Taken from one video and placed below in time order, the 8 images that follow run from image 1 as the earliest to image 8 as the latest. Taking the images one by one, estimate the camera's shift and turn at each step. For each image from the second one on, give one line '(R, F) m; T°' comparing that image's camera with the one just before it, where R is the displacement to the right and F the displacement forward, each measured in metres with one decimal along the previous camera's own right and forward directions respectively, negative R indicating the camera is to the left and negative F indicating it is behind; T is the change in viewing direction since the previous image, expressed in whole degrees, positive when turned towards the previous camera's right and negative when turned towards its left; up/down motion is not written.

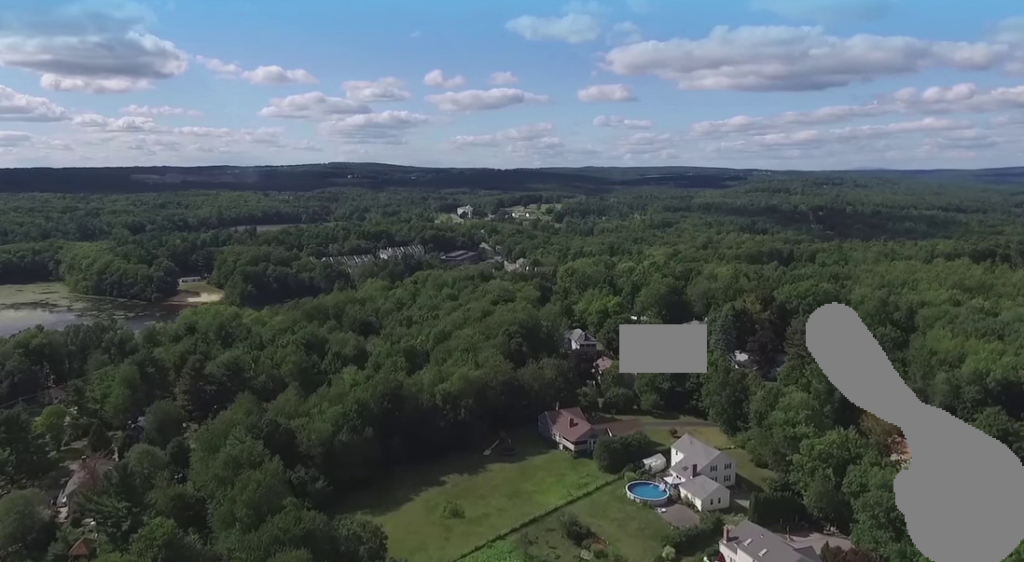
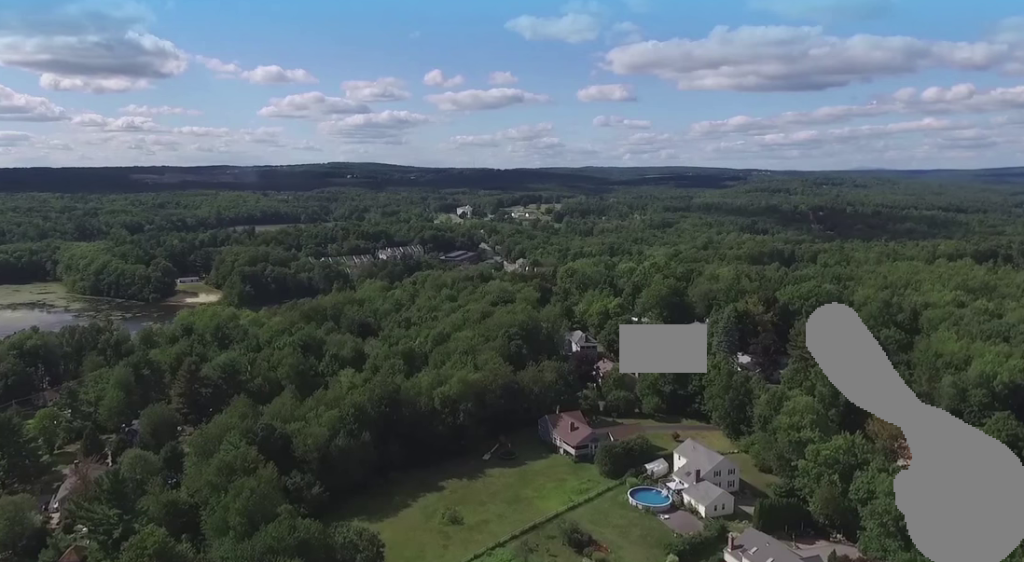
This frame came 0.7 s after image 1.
(0.0, +3.0) m; 0°
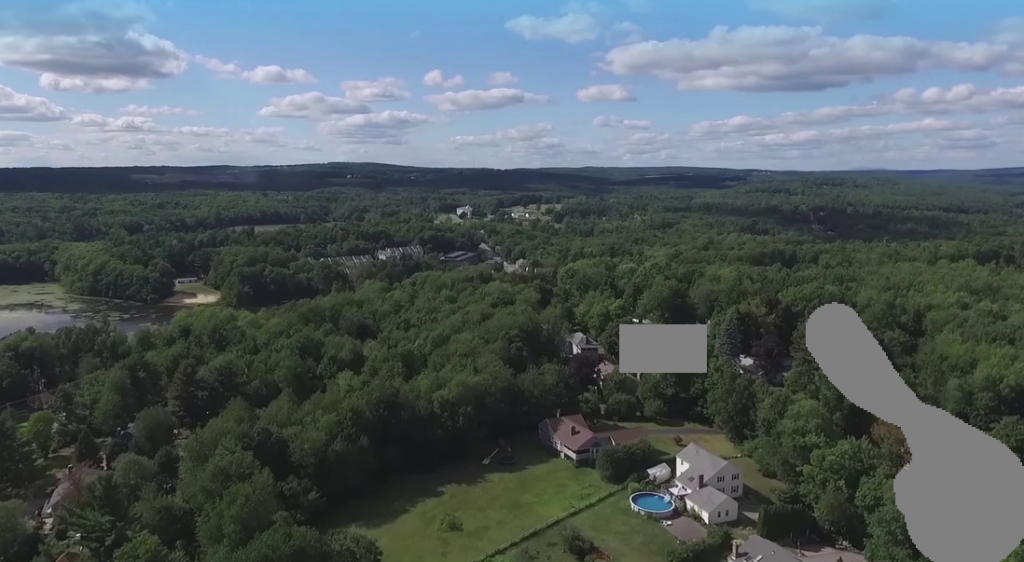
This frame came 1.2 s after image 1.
(0.0, +2.5) m; 0°
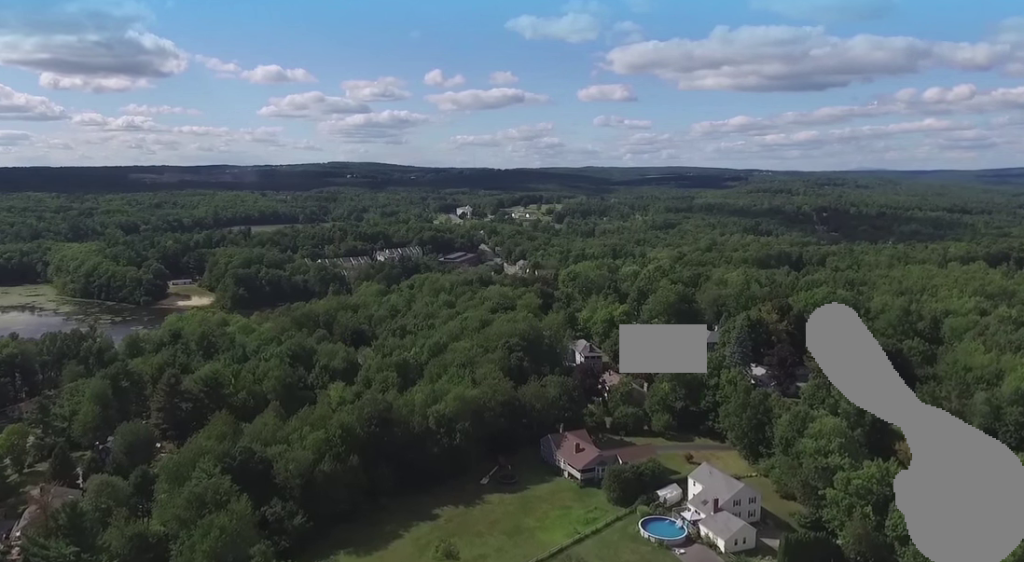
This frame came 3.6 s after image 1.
(+0.3, +10.8) m; +3°
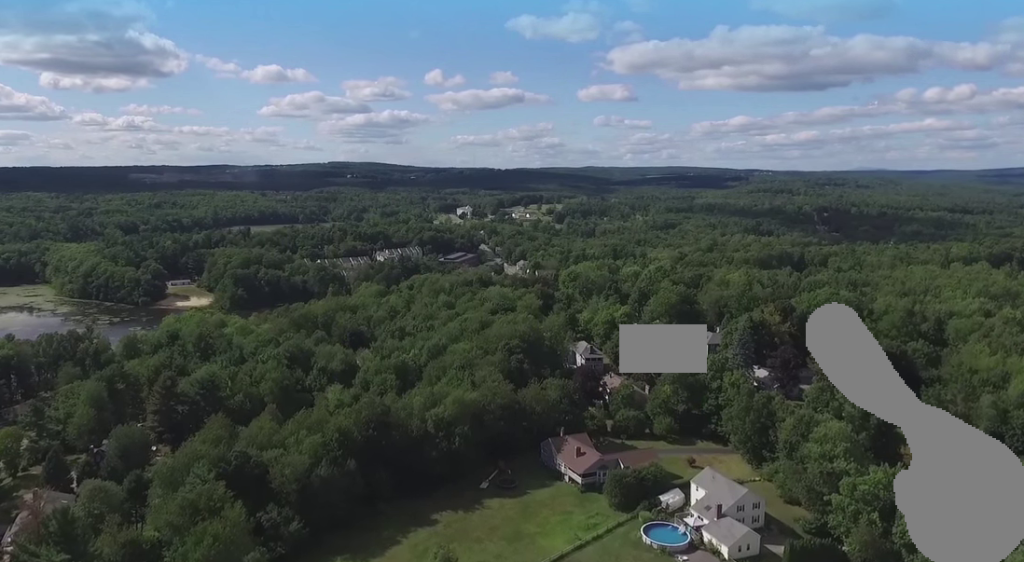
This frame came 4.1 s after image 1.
(0.0, +2.3) m; 0°
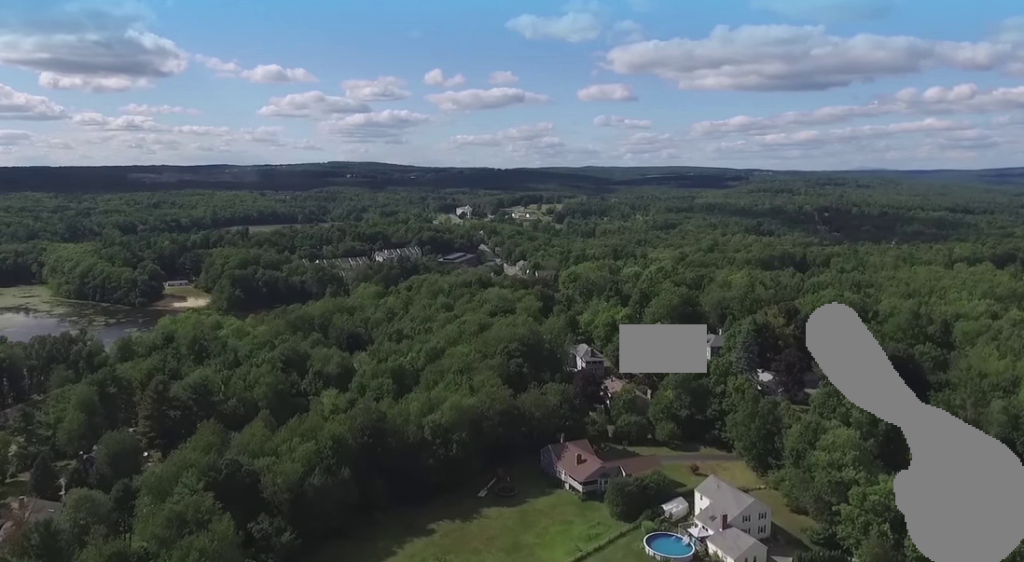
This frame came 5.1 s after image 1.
(0.0, +4.4) m; 0°
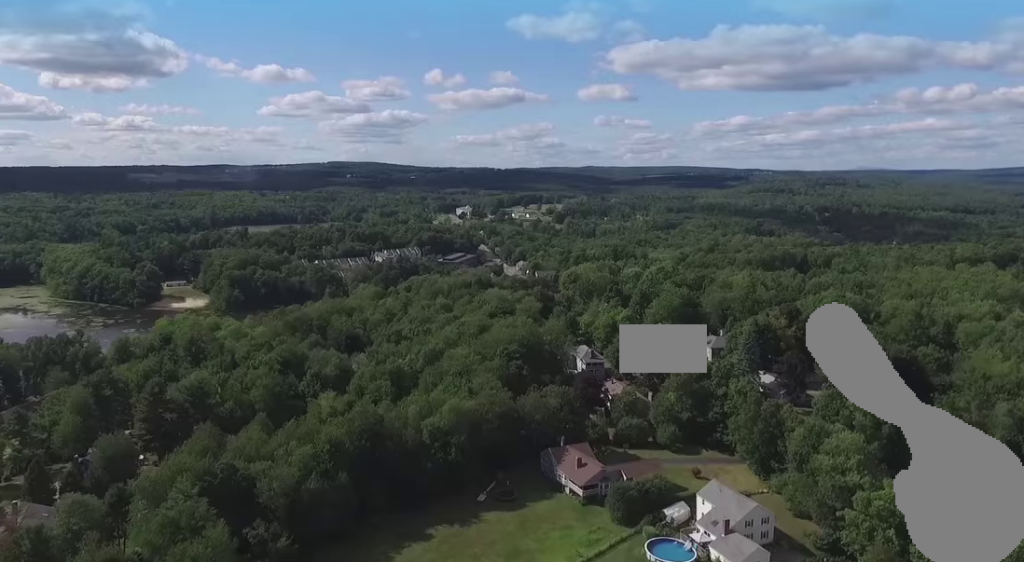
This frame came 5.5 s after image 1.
(0.0, +2.0) m; 0°
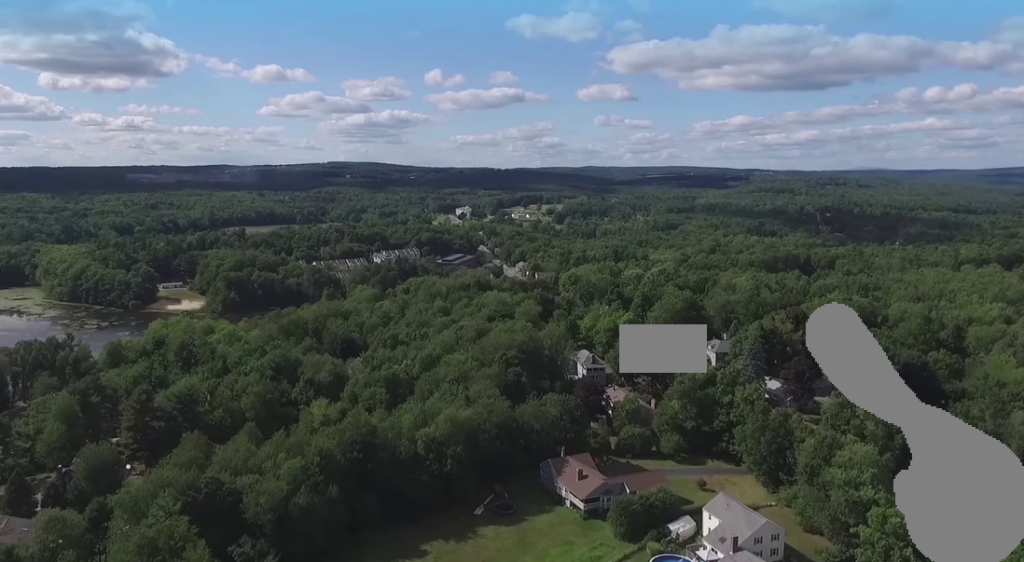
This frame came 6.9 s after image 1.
(0.0, +5.8) m; 0°
